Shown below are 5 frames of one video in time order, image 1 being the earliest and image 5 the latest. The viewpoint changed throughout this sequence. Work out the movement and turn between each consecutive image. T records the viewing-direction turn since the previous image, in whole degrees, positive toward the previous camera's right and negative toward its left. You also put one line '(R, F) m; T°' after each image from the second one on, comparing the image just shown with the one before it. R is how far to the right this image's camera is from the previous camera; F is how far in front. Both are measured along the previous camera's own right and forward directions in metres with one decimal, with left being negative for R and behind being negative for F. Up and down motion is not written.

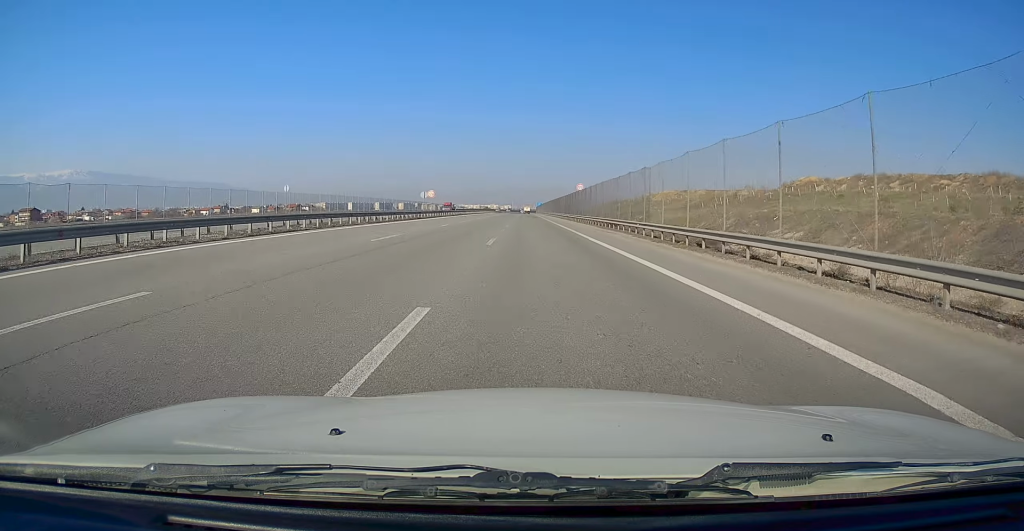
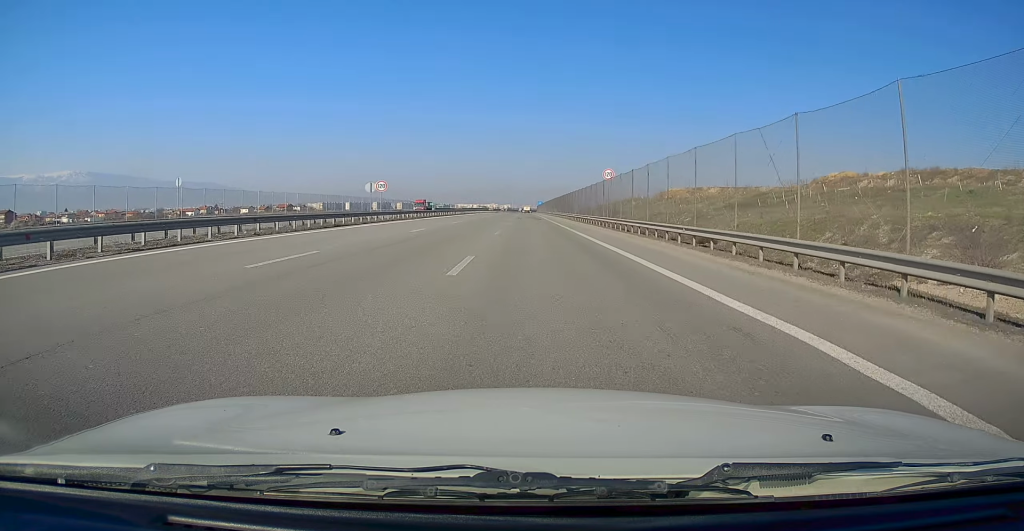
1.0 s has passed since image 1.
(-0.3, +25.1) m; 0°
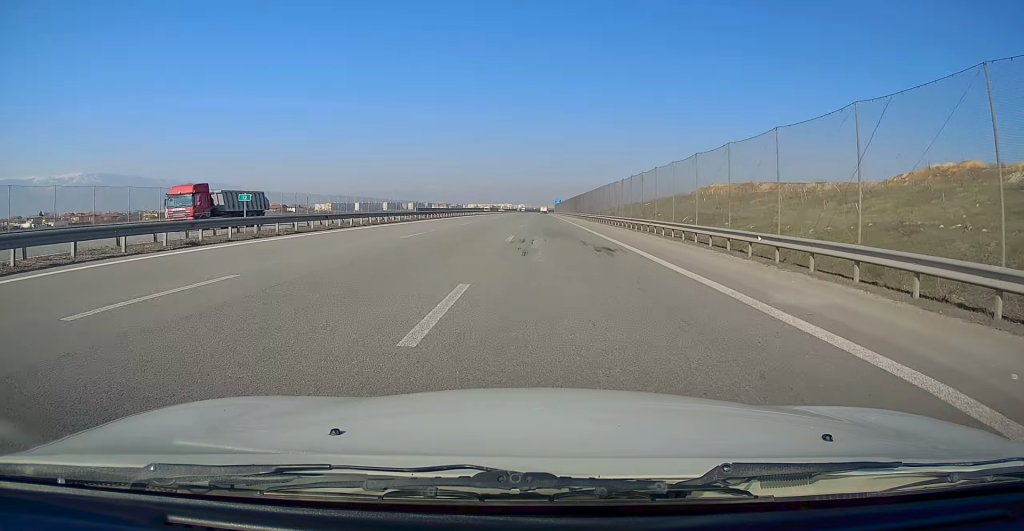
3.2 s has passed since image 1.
(+0.5, +53.8) m; 0°
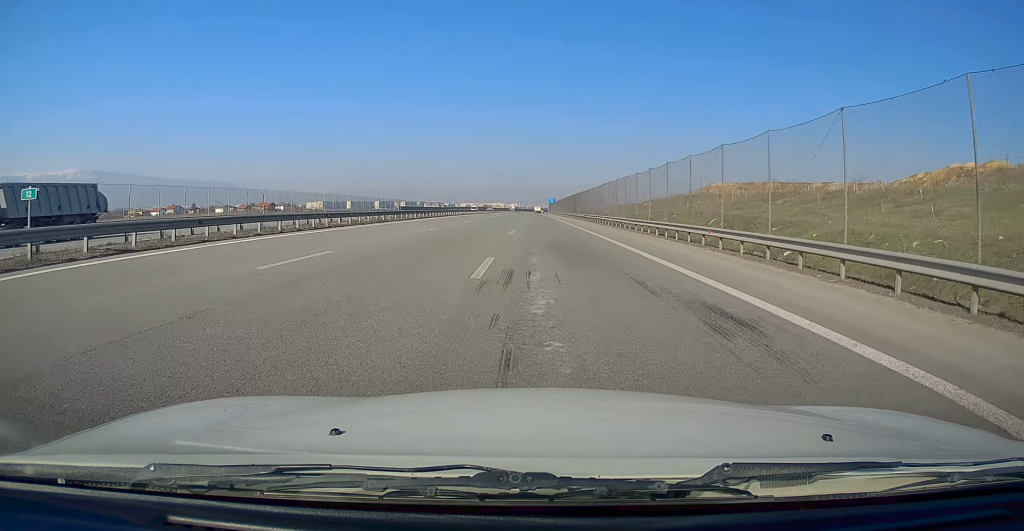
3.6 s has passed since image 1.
(-0.2, +11.5) m; 0°
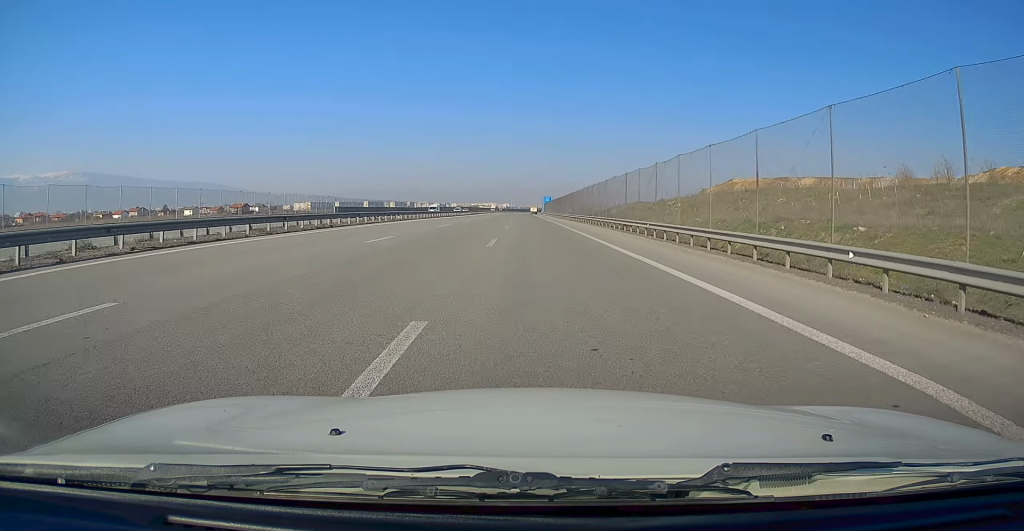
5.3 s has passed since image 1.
(+0.2, +40.1) m; 0°
